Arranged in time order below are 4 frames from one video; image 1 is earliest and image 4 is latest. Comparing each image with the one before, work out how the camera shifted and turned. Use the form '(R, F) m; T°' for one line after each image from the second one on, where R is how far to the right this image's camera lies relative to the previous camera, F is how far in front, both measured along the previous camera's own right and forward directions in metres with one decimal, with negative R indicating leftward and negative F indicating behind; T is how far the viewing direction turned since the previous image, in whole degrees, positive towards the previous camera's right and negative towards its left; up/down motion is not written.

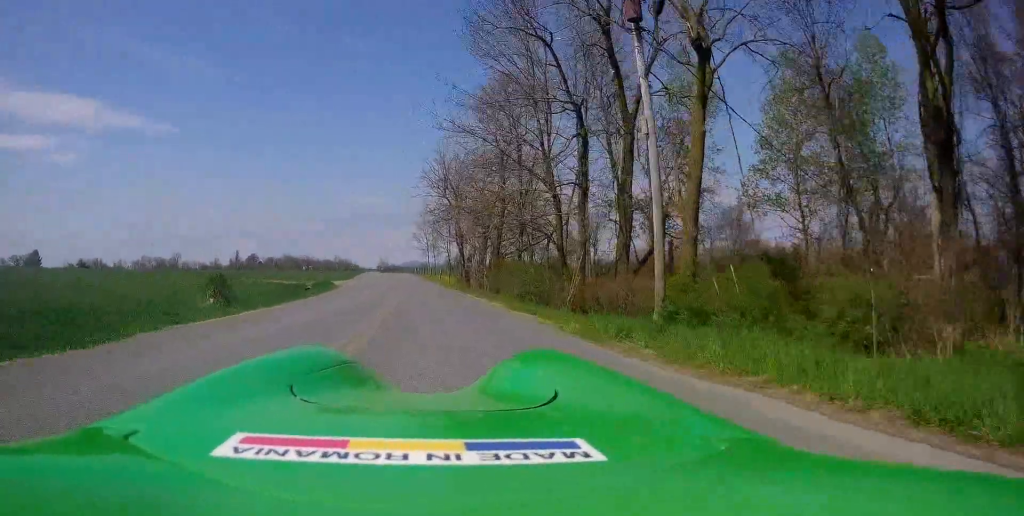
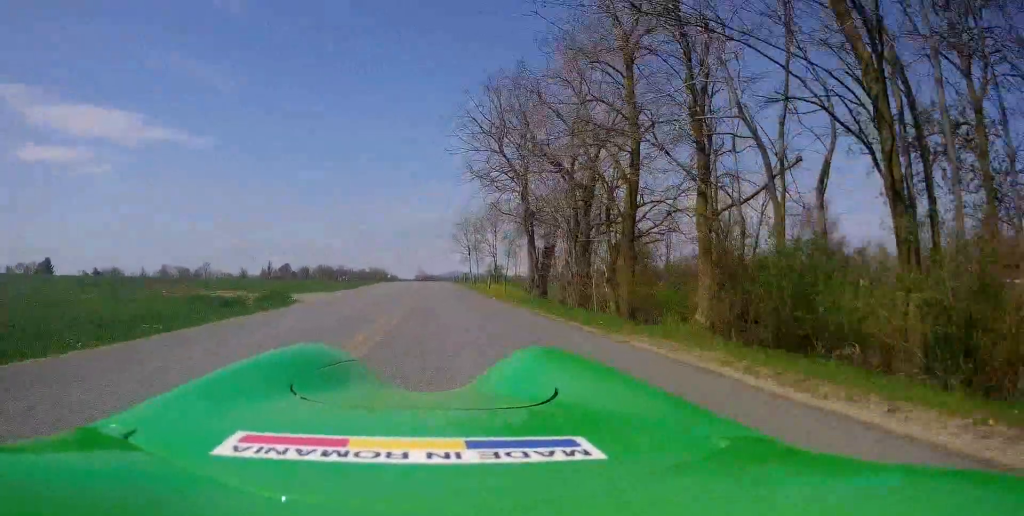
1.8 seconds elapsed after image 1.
(-0.6, +17.7) m; -6°
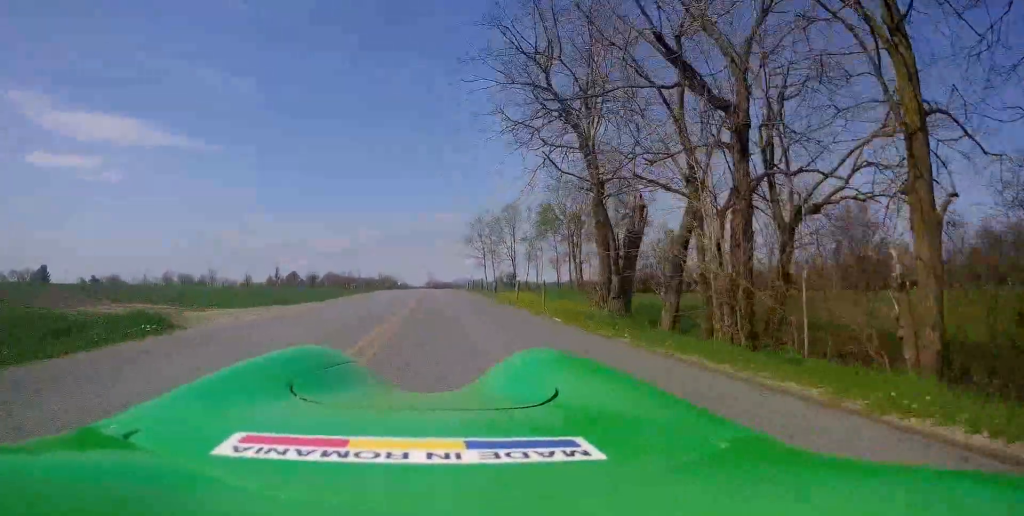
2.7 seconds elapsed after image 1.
(-0.4, +12.1) m; -3°
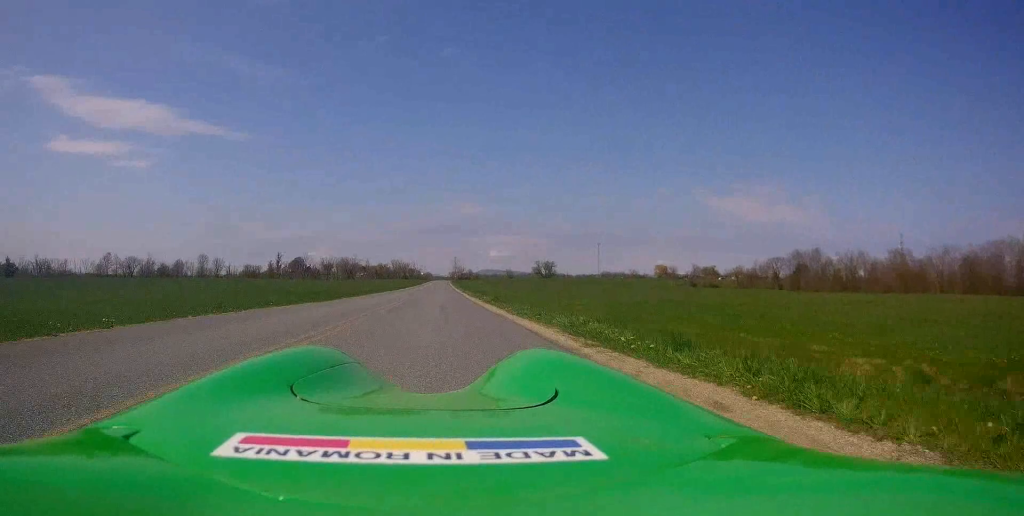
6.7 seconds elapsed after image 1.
(-1.0, +45.3) m; -1°
